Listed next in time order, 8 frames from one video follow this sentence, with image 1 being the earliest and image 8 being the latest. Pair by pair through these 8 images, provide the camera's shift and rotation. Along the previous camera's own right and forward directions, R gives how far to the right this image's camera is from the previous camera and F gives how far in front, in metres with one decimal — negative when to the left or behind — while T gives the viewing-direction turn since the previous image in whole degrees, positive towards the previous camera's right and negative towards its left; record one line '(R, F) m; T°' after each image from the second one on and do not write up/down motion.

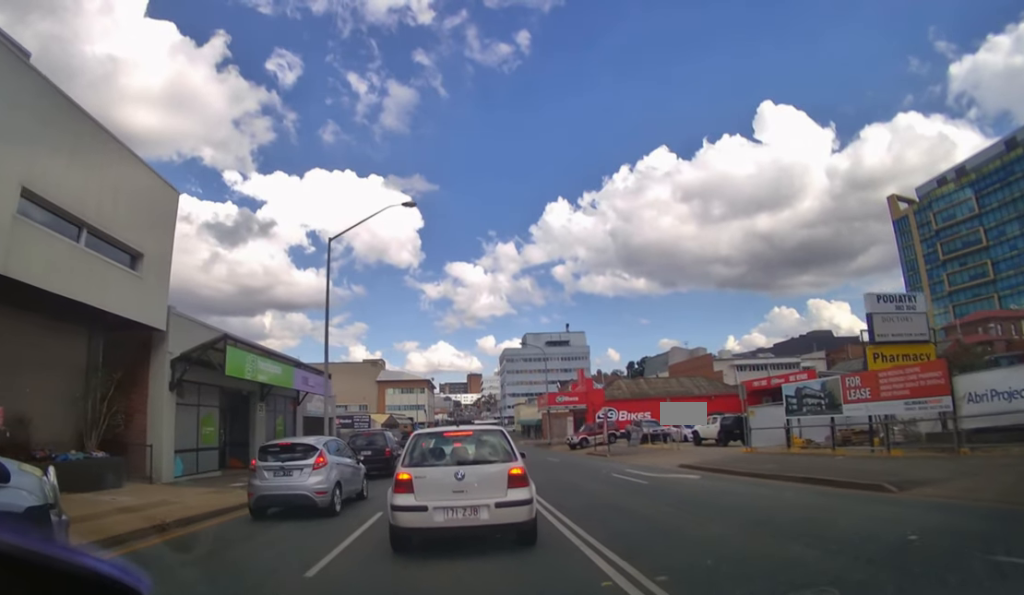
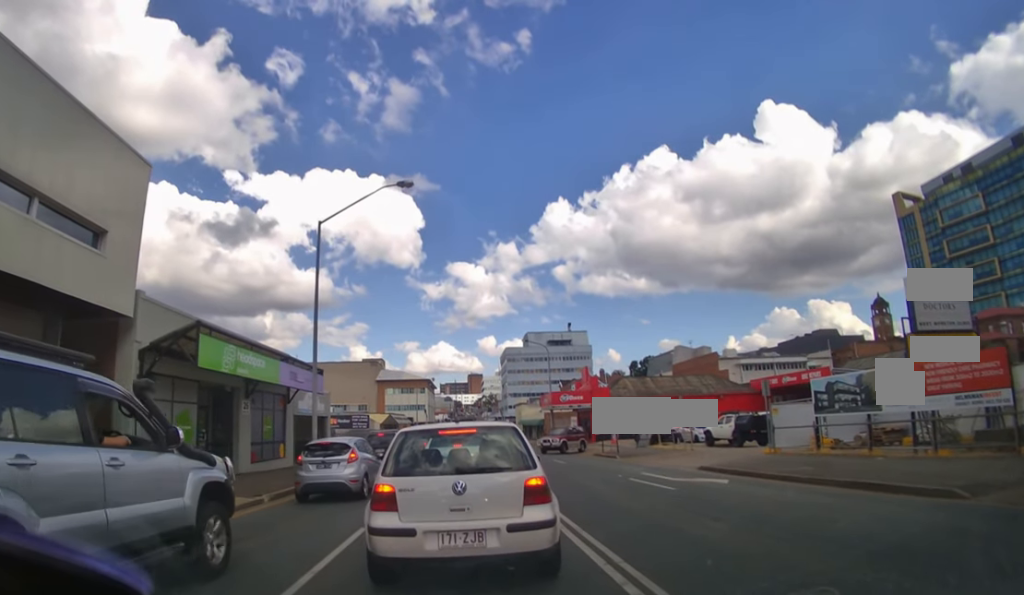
(0.0, +2.6) m; 0°
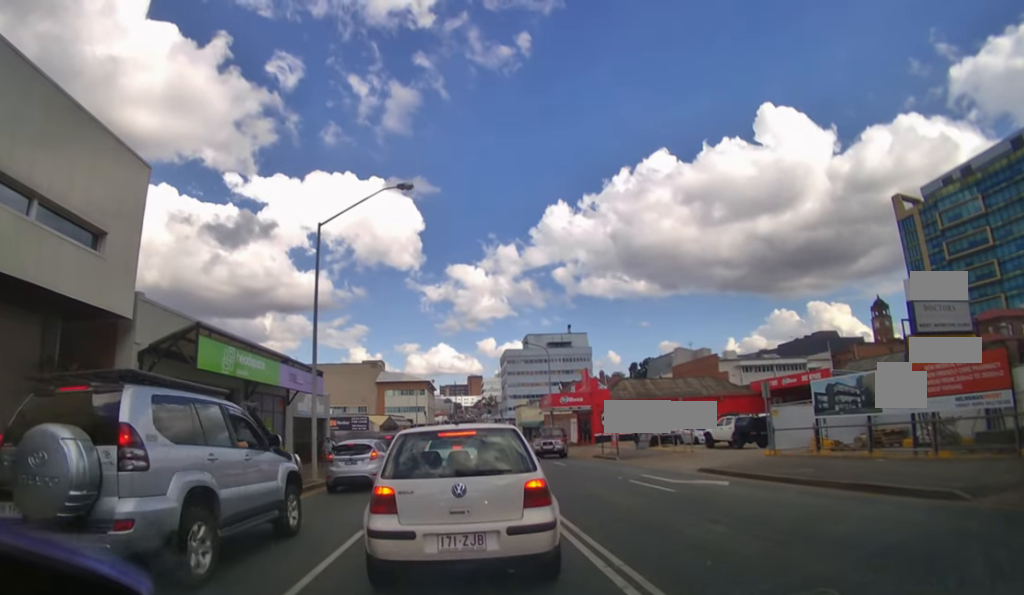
(0.0, +0.2) m; 0°
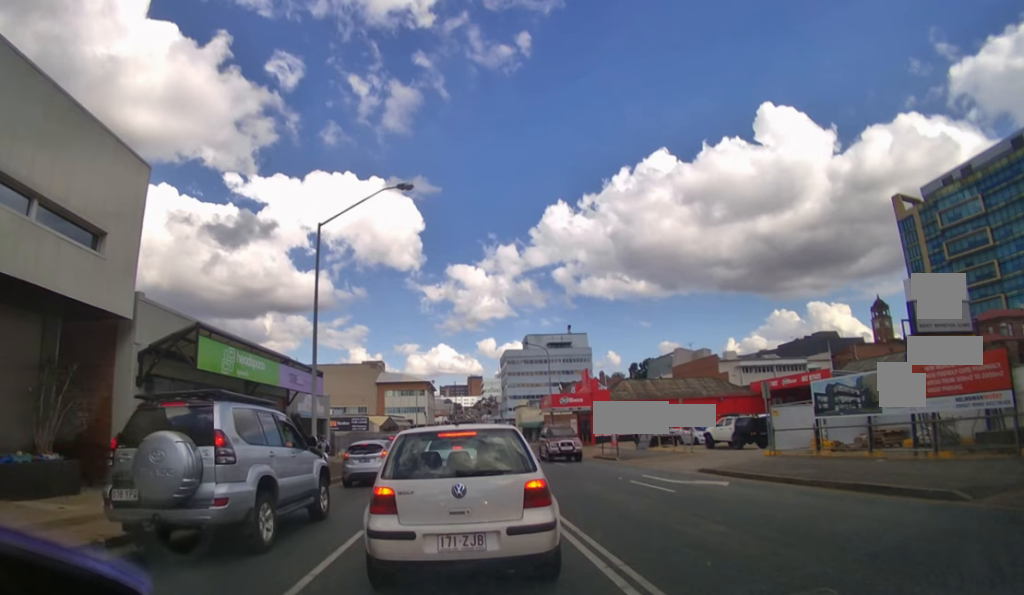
(0.0, 0.0) m; 0°
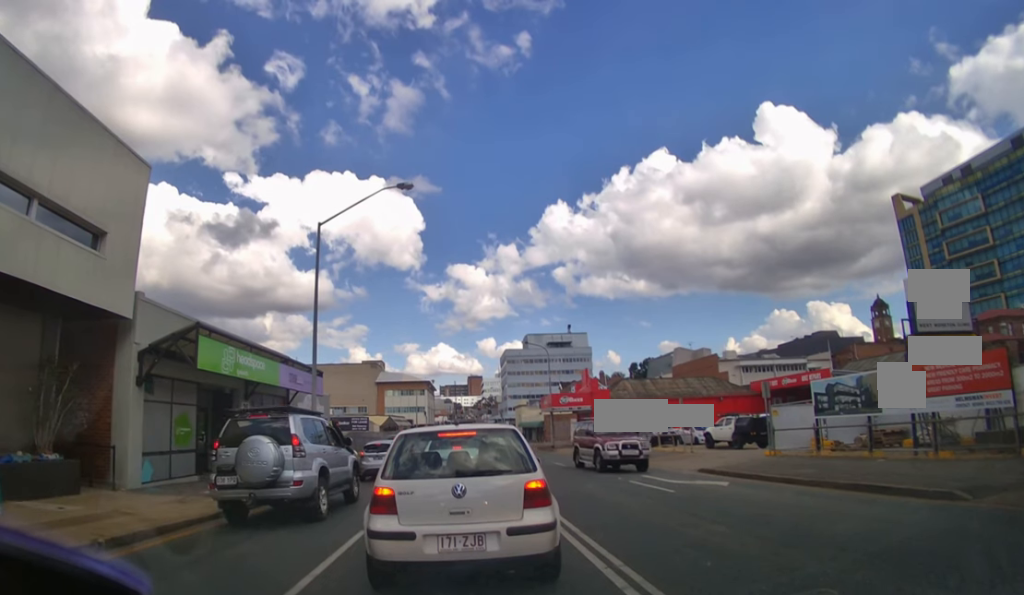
(0.0, 0.0) m; 0°
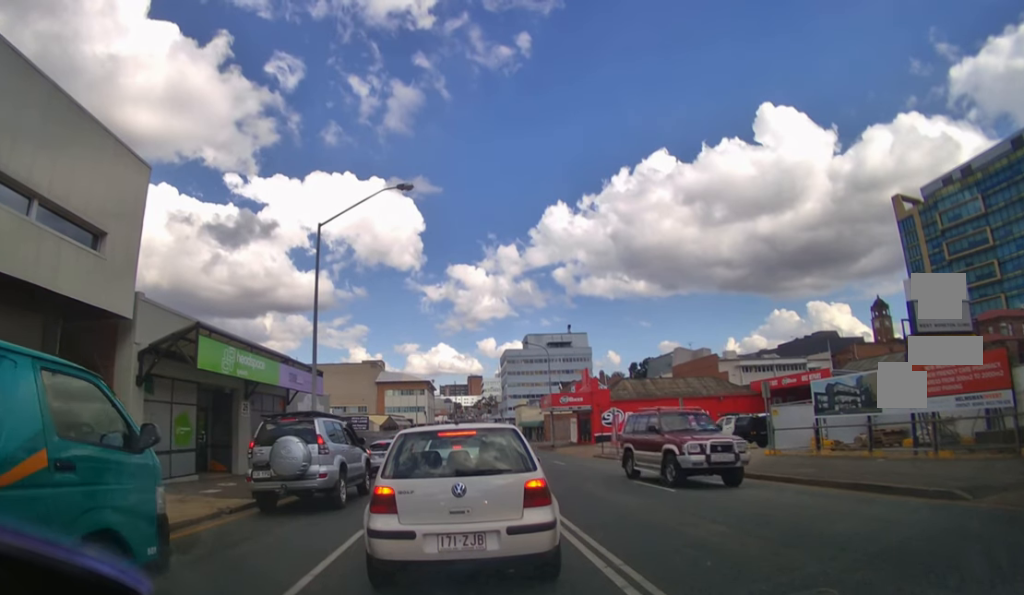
(0.0, 0.0) m; 0°
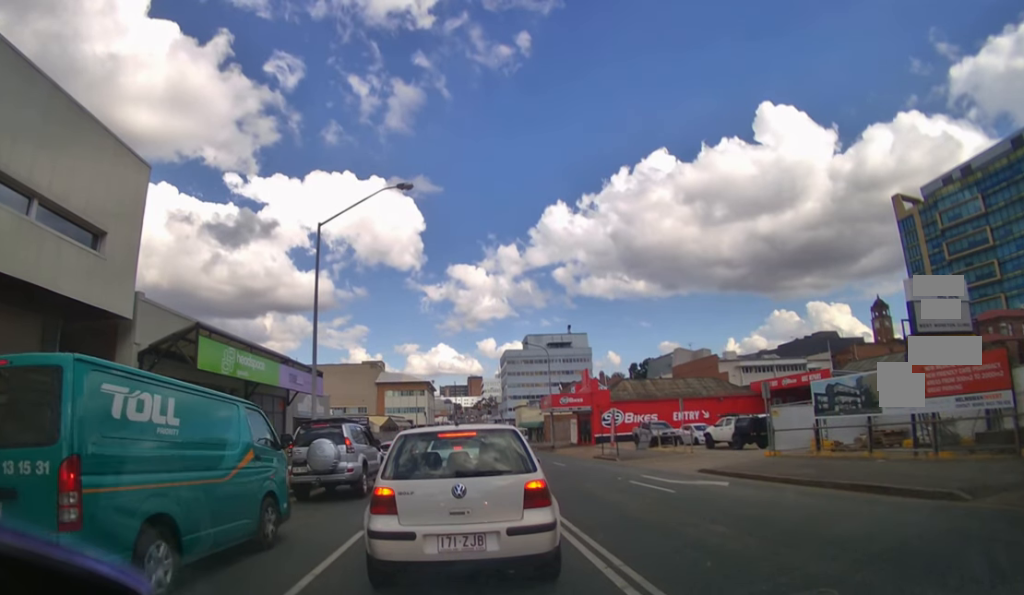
(0.0, 0.0) m; 0°
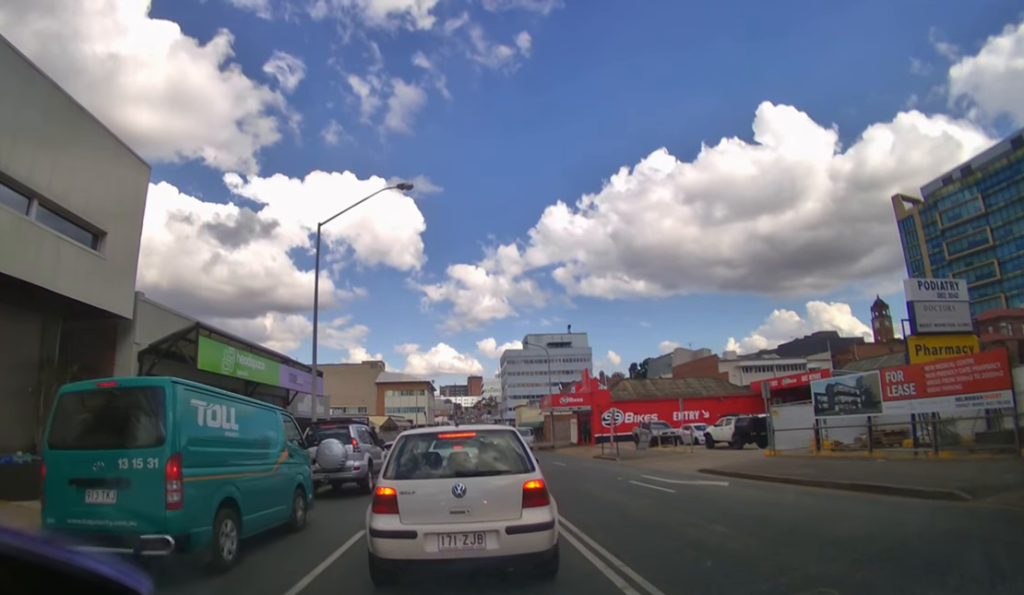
(0.0, 0.0) m; 0°
